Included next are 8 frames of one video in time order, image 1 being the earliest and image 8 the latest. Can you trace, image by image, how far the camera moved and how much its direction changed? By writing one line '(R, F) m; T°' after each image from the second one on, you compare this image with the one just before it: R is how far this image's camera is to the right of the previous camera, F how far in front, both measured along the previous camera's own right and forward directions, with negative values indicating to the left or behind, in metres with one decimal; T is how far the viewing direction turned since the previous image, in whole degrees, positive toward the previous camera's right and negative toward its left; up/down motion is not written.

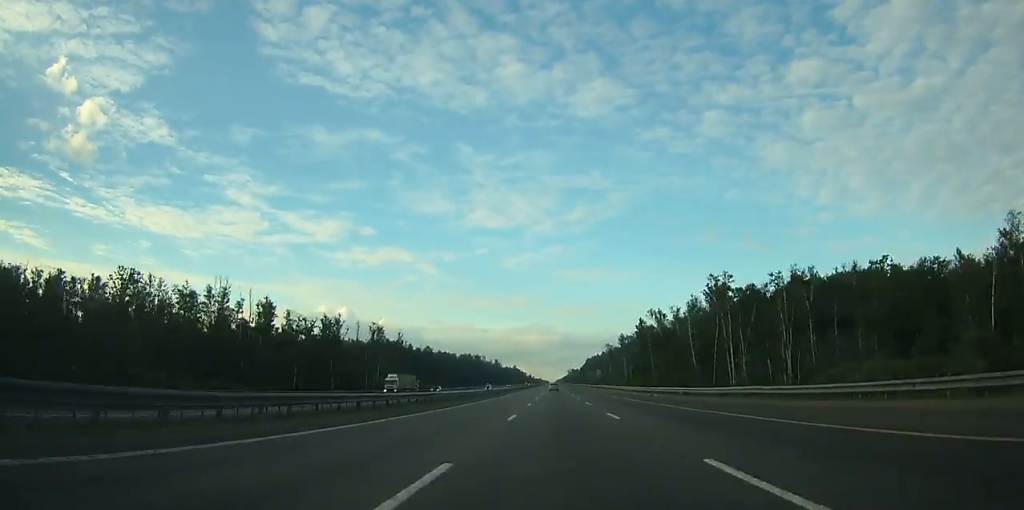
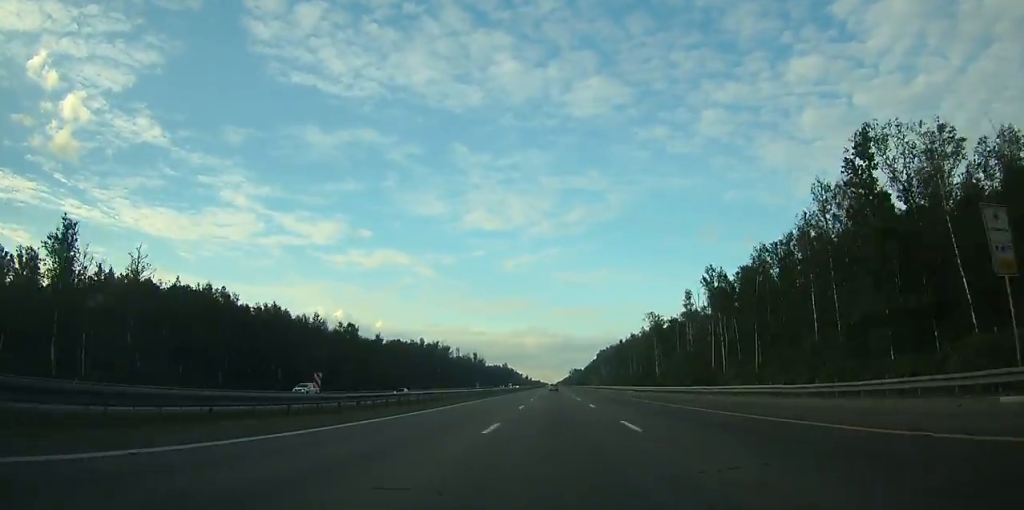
(+0.1, +134.1) m; 0°
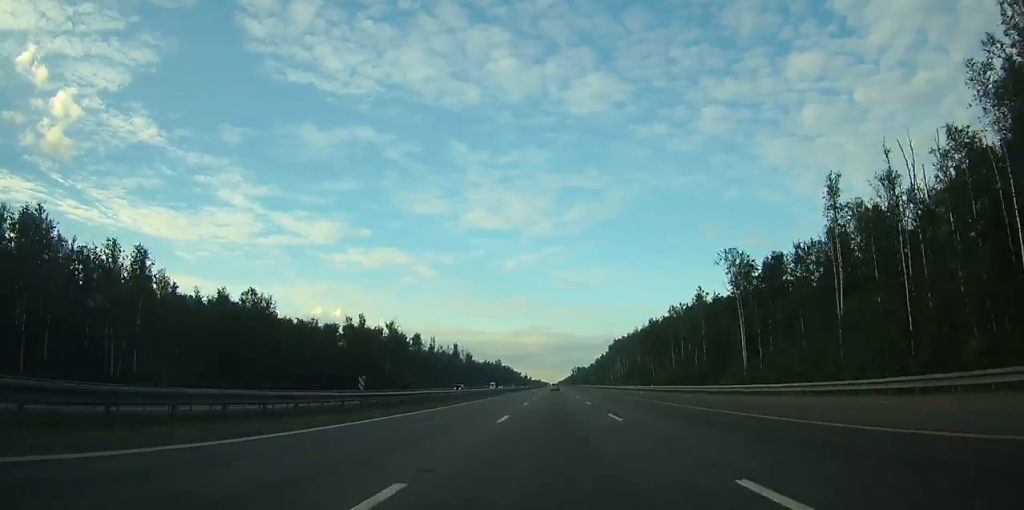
(0.0, +73.5) m; 0°
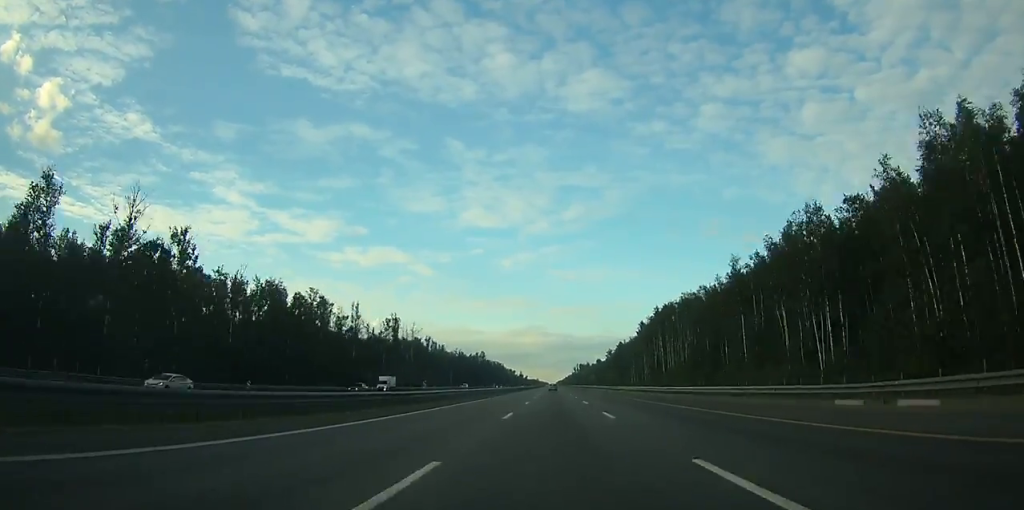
(+0.1, +109.7) m; 0°
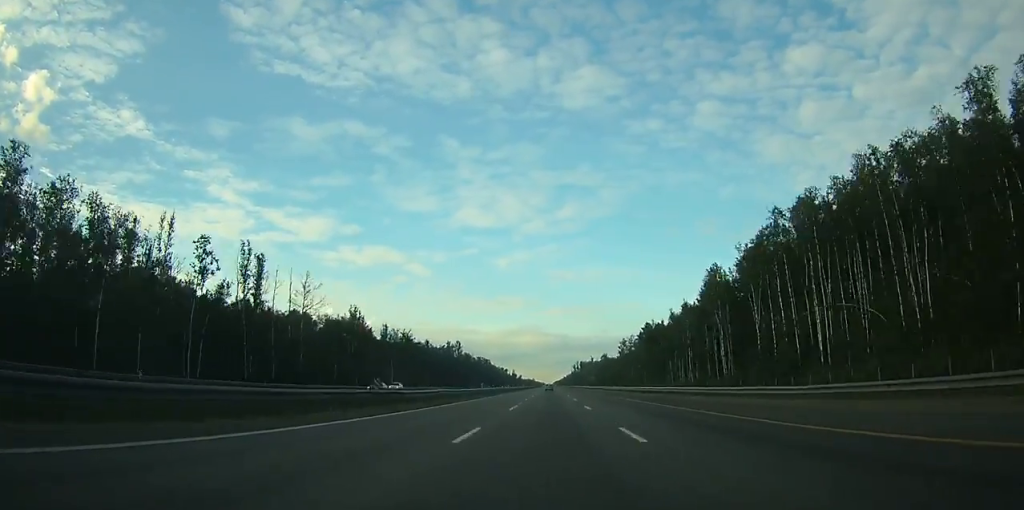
(+0.3, +92.1) m; 0°
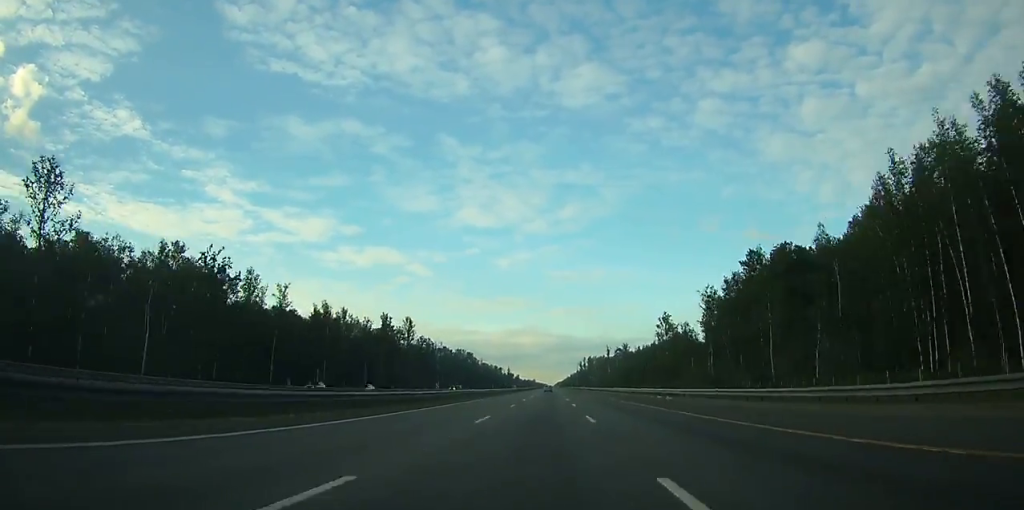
(+0.1, +108.1) m; 0°
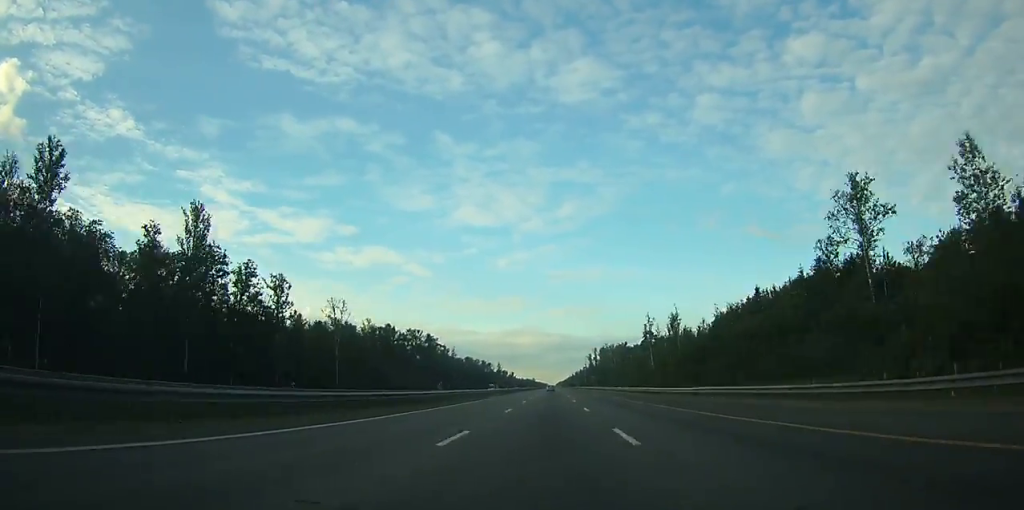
(-0.4, +127.5) m; 0°
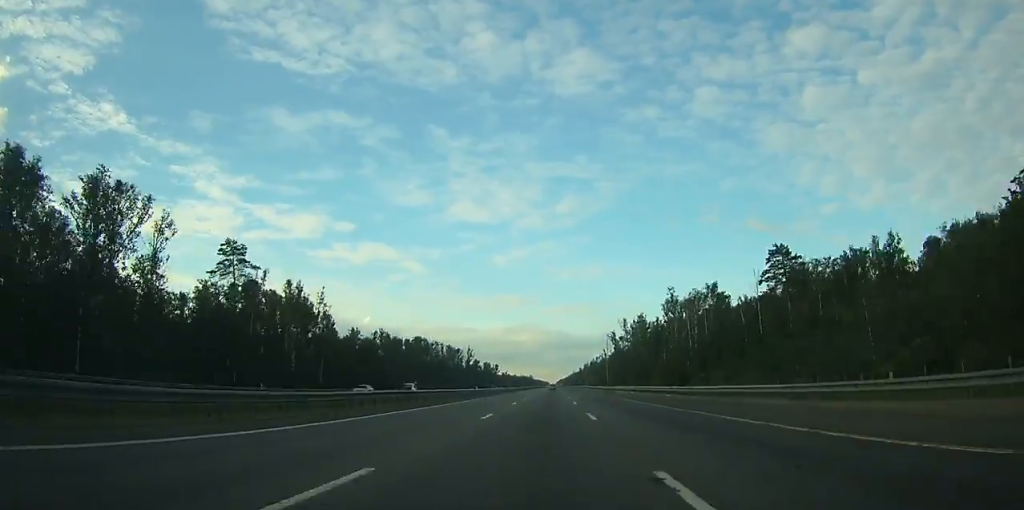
(-0.2, +166.0) m; 0°
